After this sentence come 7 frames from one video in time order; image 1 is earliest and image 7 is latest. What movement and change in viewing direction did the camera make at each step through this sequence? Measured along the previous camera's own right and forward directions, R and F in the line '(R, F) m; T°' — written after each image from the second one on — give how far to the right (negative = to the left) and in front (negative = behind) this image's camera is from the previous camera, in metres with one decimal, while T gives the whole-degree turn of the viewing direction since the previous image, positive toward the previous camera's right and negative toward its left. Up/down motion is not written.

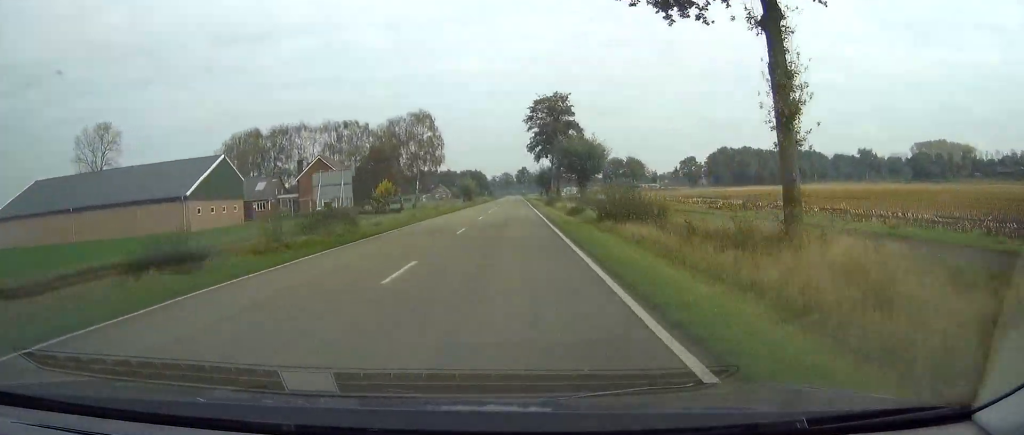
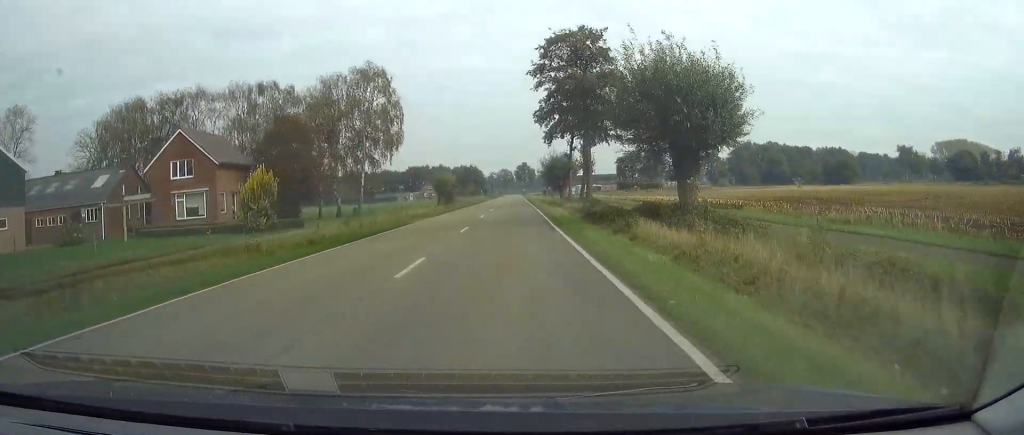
(0.0, +35.3) m; 0°
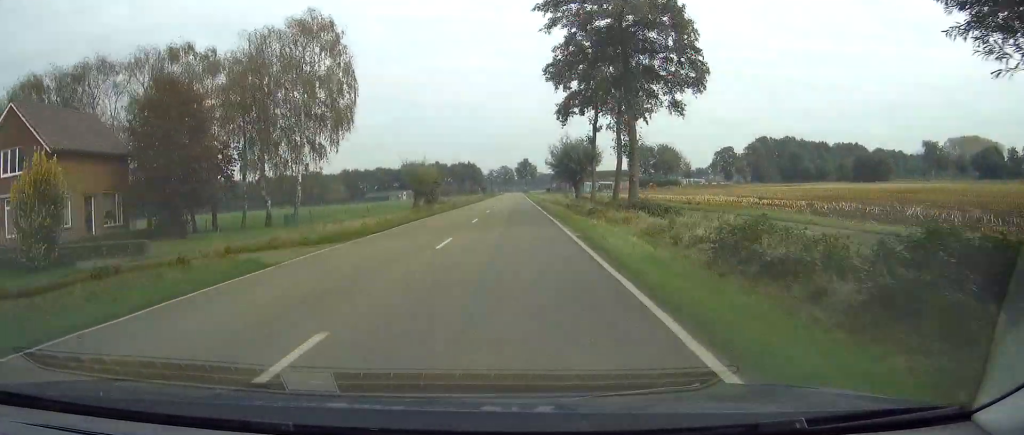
(0.0, +18.4) m; 0°
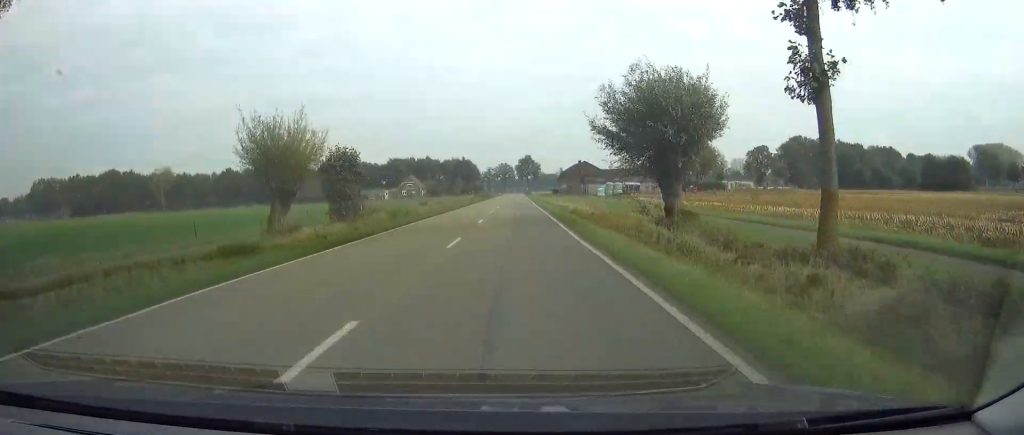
(+0.1, +35.2) m; 0°
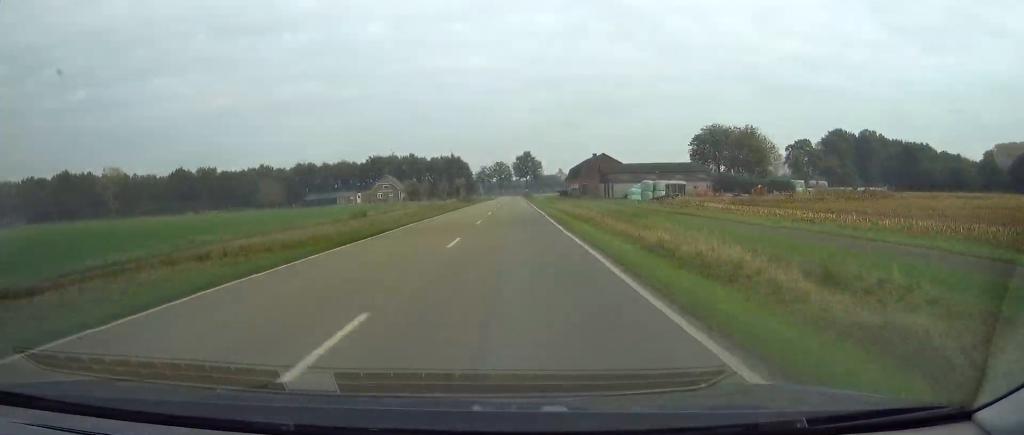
(0.0, +35.1) m; 0°
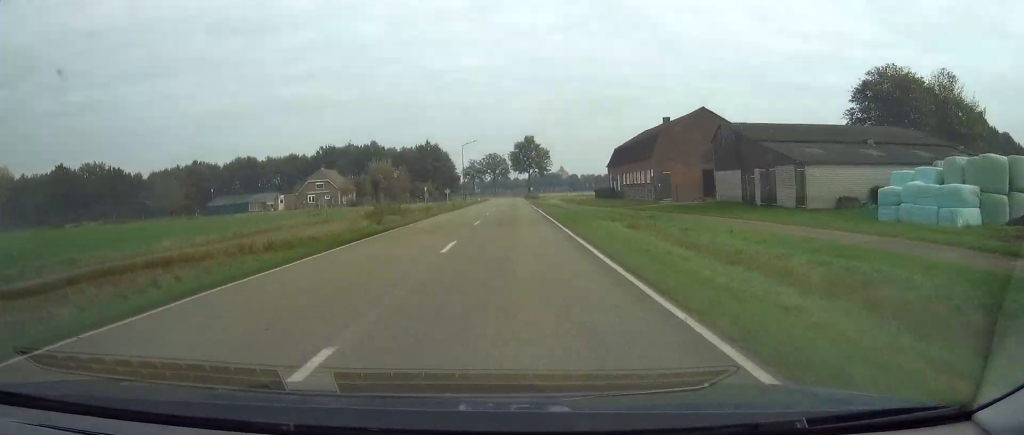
(-0.5, +61.3) m; -1°
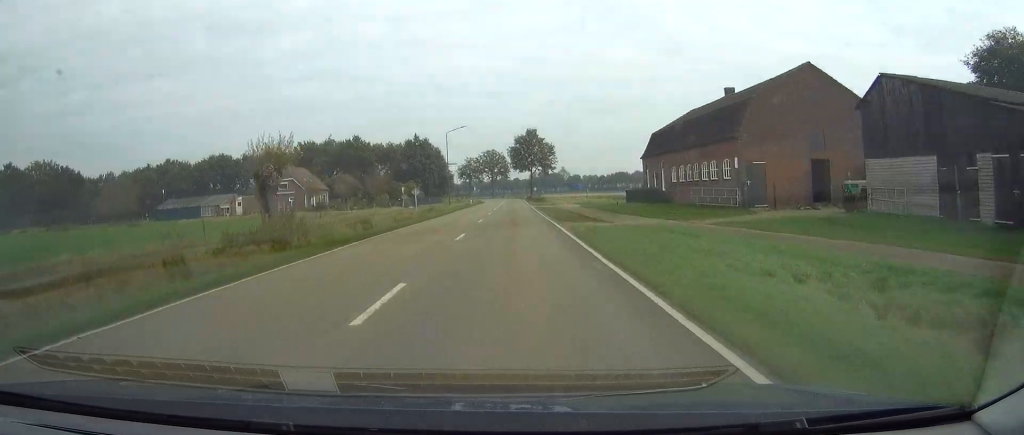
(0.0, +19.9) m; 0°
